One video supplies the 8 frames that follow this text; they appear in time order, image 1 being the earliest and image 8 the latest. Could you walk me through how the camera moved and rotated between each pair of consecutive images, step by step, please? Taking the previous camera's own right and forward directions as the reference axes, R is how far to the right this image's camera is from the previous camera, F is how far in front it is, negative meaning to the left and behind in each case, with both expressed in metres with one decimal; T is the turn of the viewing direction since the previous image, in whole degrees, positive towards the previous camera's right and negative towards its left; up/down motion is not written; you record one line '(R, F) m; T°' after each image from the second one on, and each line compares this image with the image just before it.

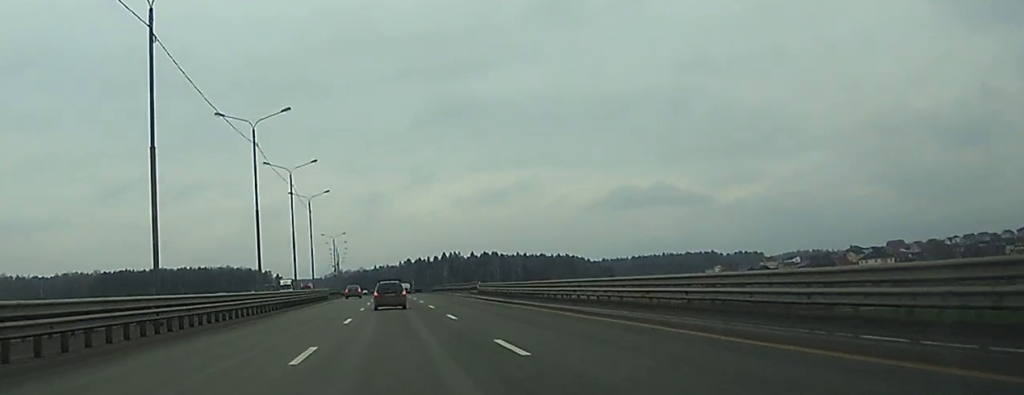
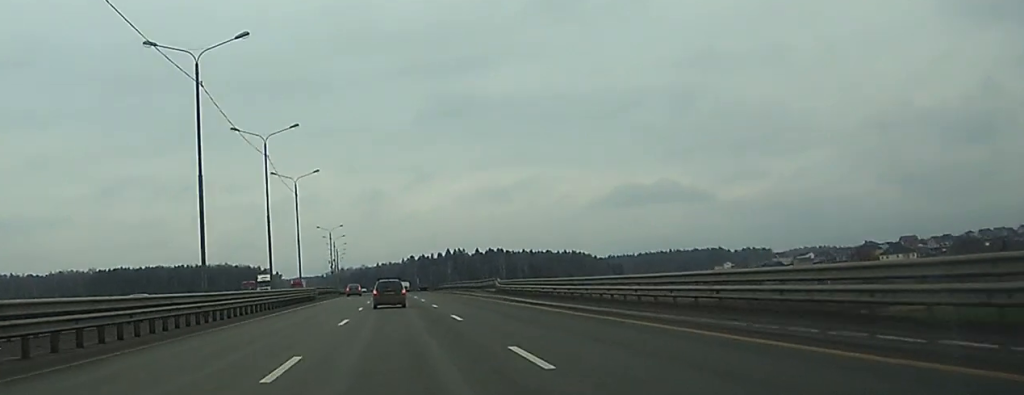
(-0.1, +18.2) m; 0°
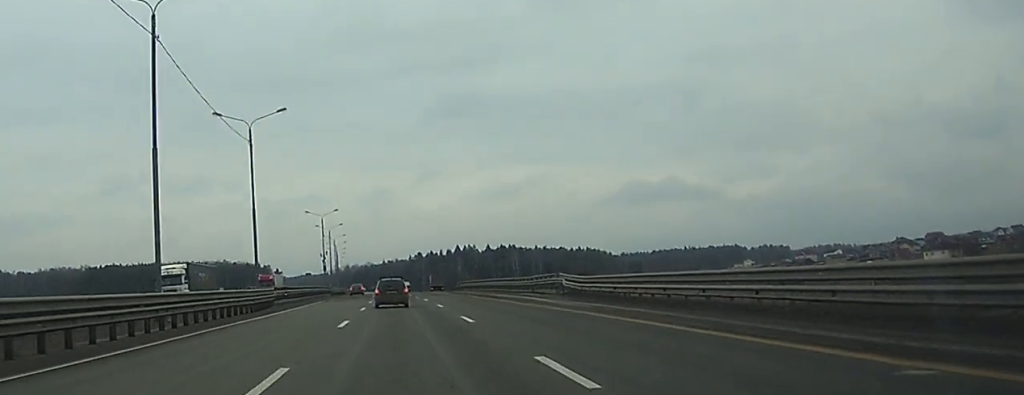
(-0.1, +33.6) m; 0°
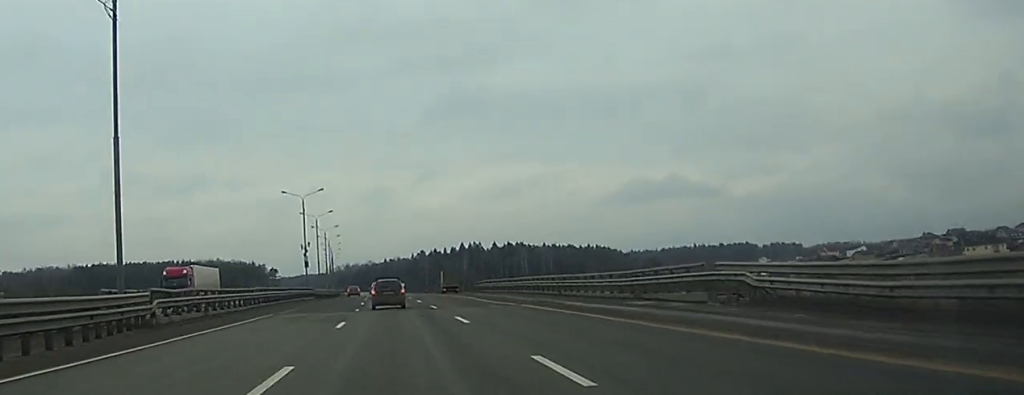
(-0.1, +31.6) m; 0°
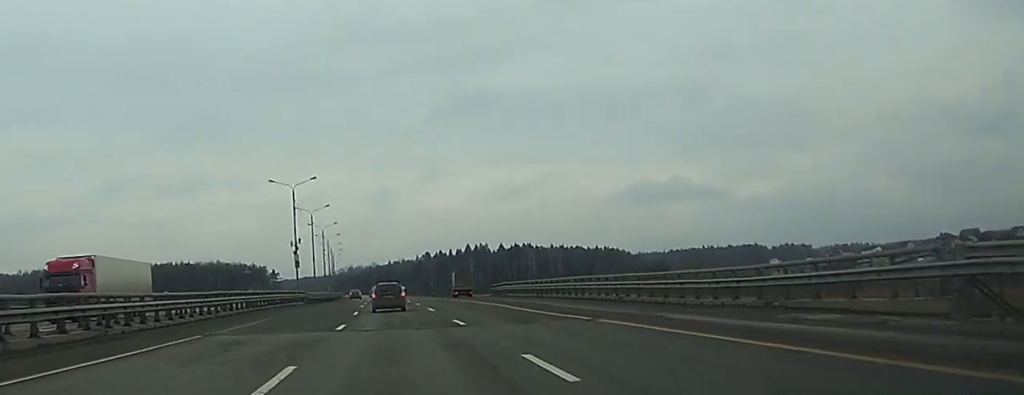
(0.0, +15.3) m; 0°
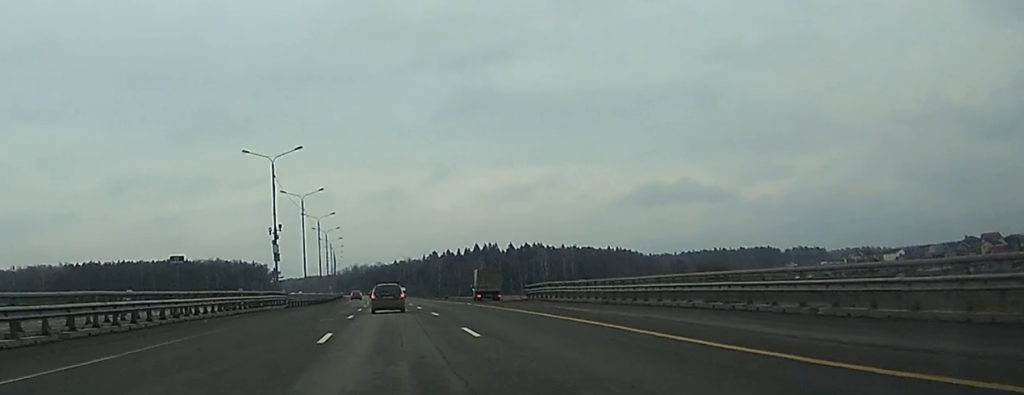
(-0.1, +21.2) m; 0°
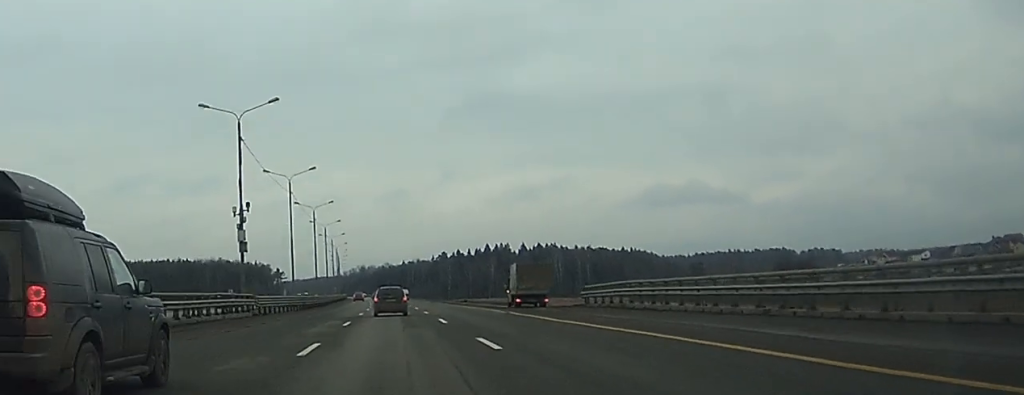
(-0.1, +20.4) m; 0°
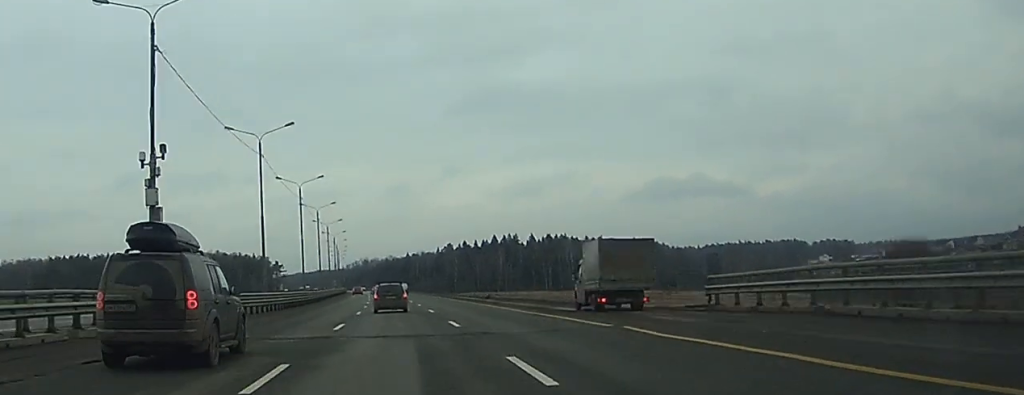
(0.0, +21.3) m; 0°
